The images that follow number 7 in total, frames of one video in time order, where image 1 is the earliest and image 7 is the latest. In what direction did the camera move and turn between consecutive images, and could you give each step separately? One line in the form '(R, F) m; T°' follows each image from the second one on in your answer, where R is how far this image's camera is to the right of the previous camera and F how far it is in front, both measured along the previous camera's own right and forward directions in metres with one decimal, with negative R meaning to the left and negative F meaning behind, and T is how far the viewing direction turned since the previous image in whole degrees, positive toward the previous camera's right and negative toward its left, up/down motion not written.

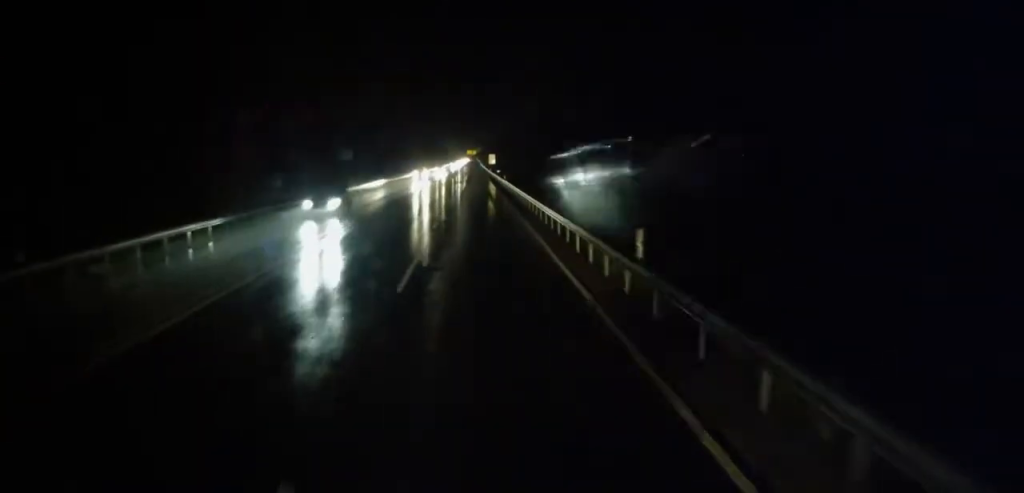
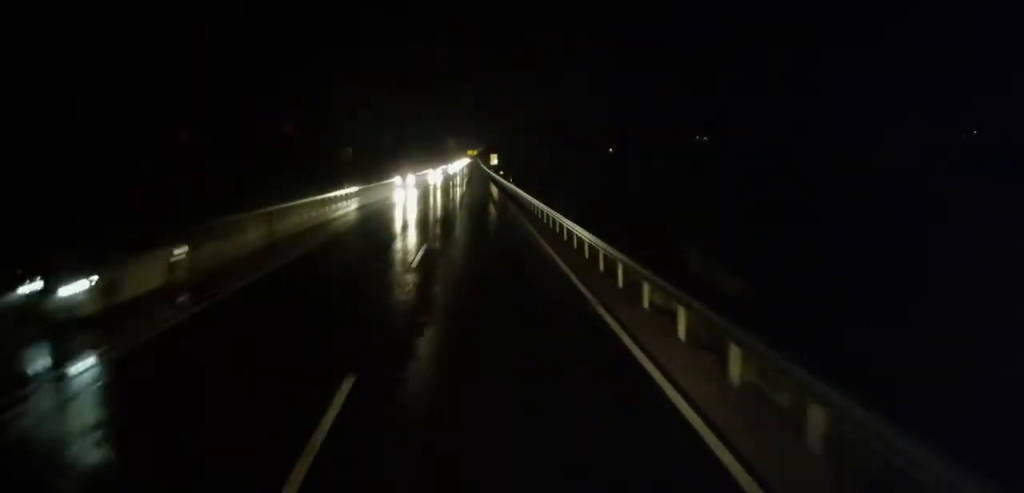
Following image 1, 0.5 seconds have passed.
(-0.6, +9.1) m; 0°
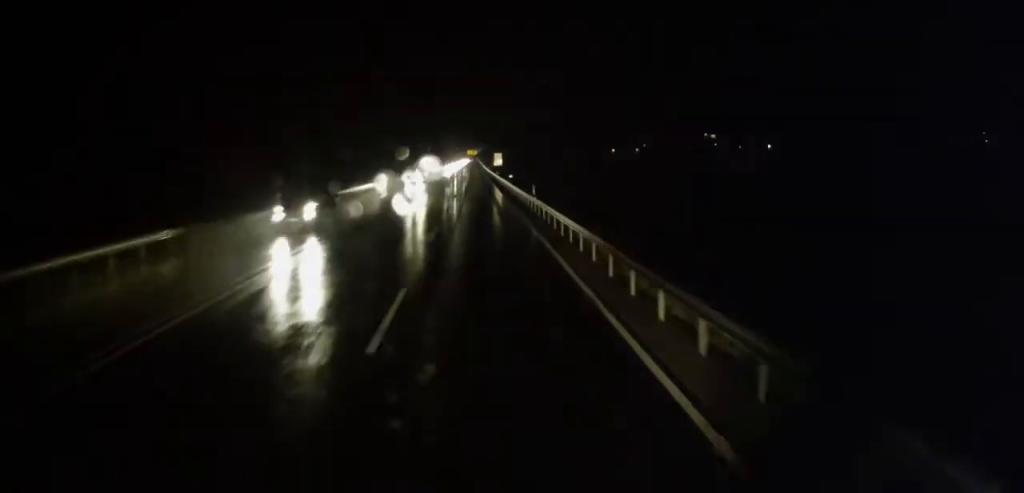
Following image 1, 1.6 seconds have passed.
(+0.3, +19.0) m; +1°
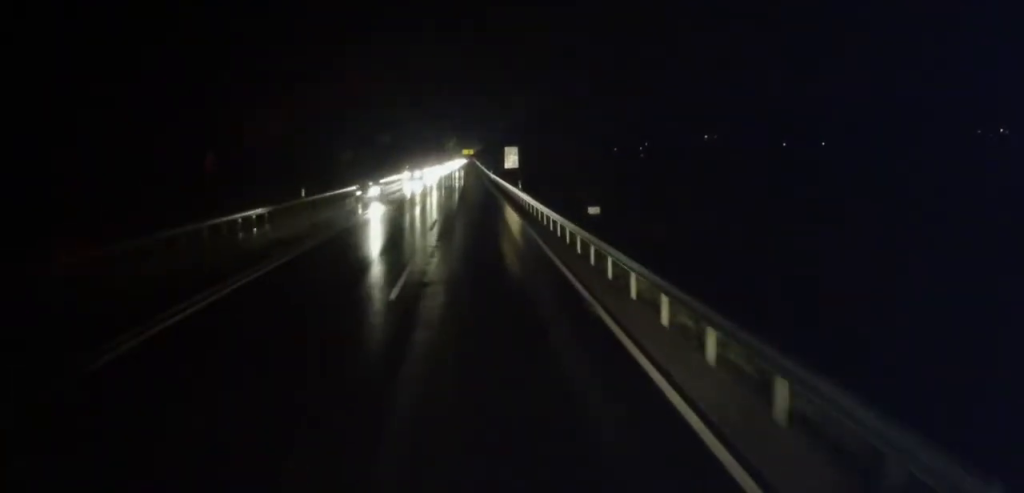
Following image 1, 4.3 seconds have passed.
(-0.6, +46.3) m; -1°
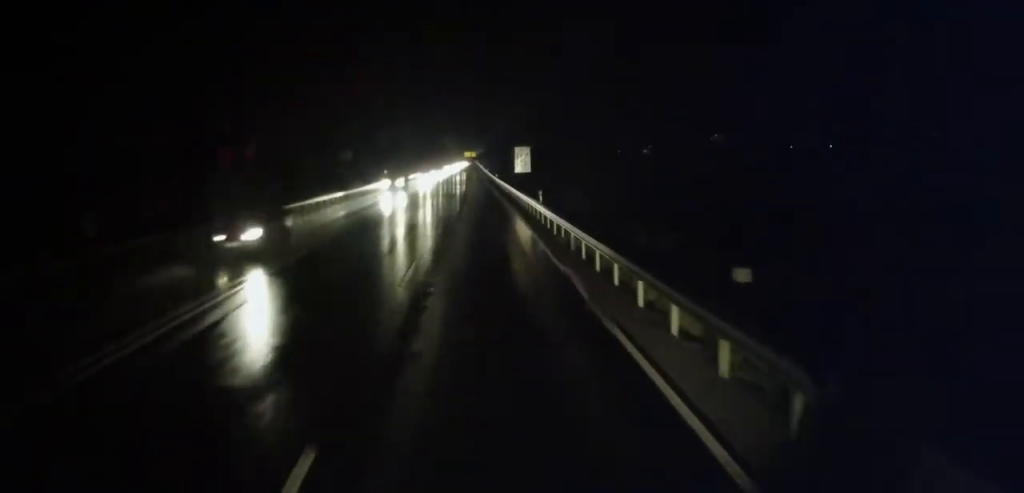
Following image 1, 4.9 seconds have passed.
(-0.1, +10.5) m; +1°
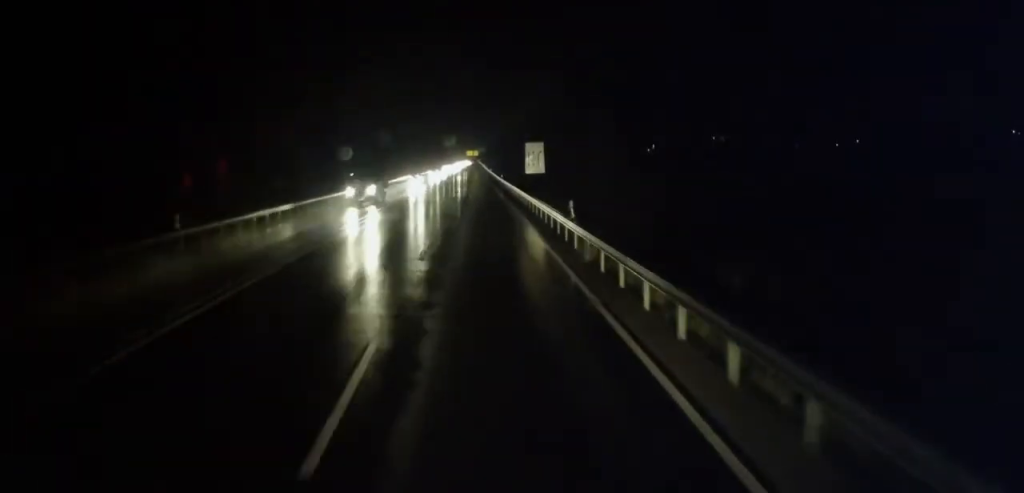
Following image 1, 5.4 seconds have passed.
(+0.3, +8.2) m; +1°
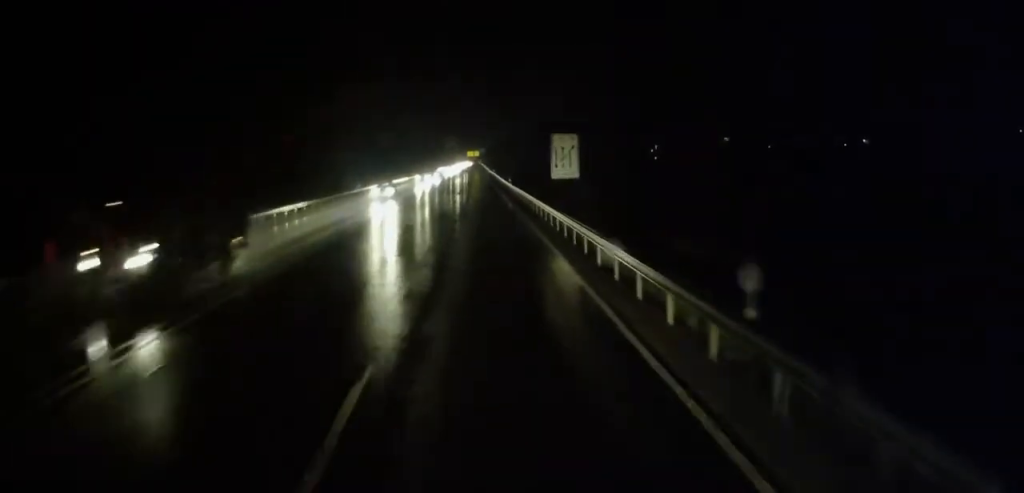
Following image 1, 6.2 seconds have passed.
(+0.2, +13.2) m; 0°
